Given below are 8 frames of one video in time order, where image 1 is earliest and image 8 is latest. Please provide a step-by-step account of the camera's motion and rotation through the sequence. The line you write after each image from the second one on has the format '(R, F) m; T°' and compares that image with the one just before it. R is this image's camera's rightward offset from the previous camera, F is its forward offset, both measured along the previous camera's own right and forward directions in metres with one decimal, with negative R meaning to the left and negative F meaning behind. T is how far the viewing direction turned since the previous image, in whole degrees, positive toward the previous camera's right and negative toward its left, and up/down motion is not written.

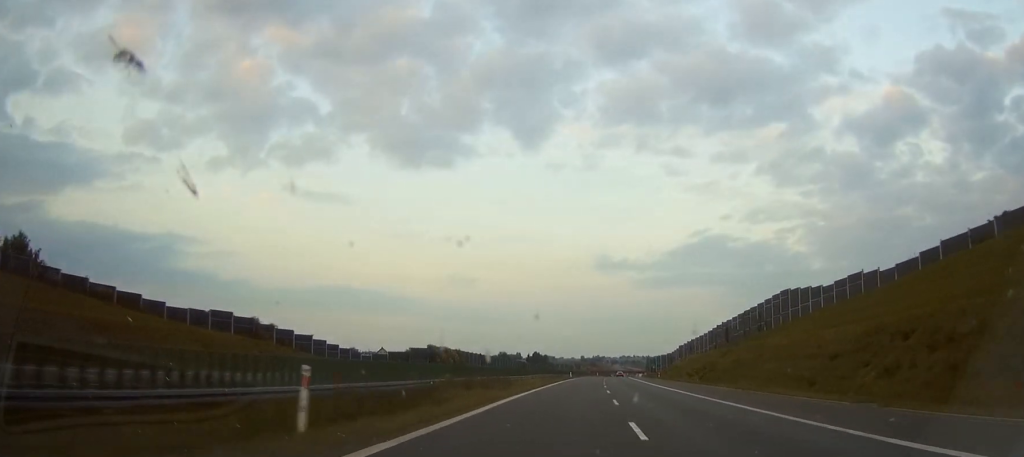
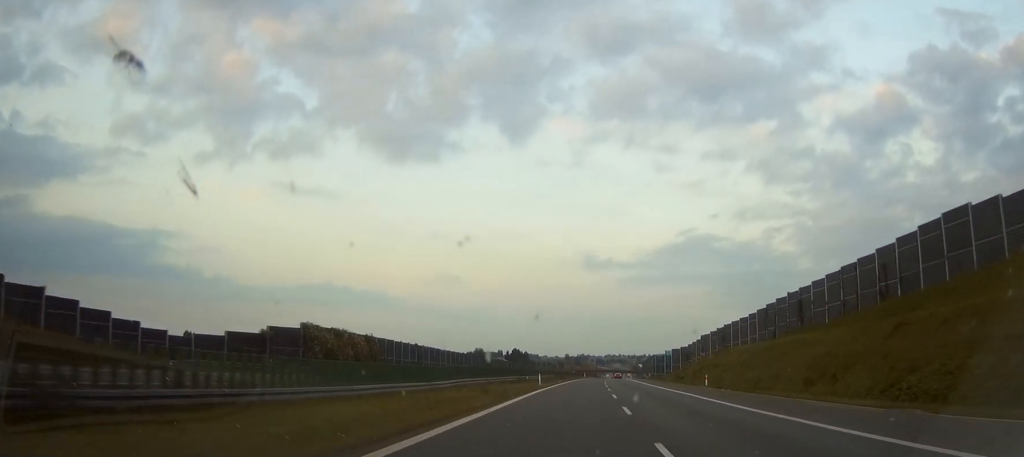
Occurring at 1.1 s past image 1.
(0.0, +52.3) m; 0°
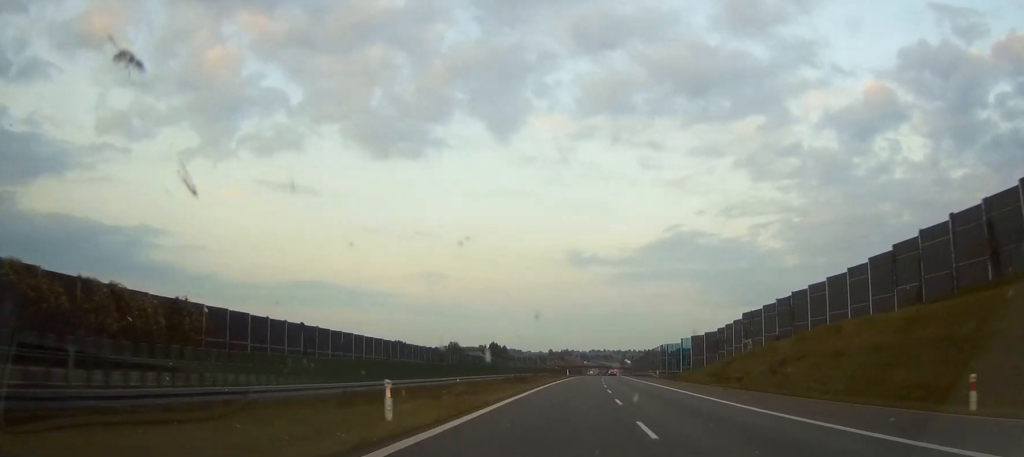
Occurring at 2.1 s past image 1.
(0.0, +43.5) m; 0°
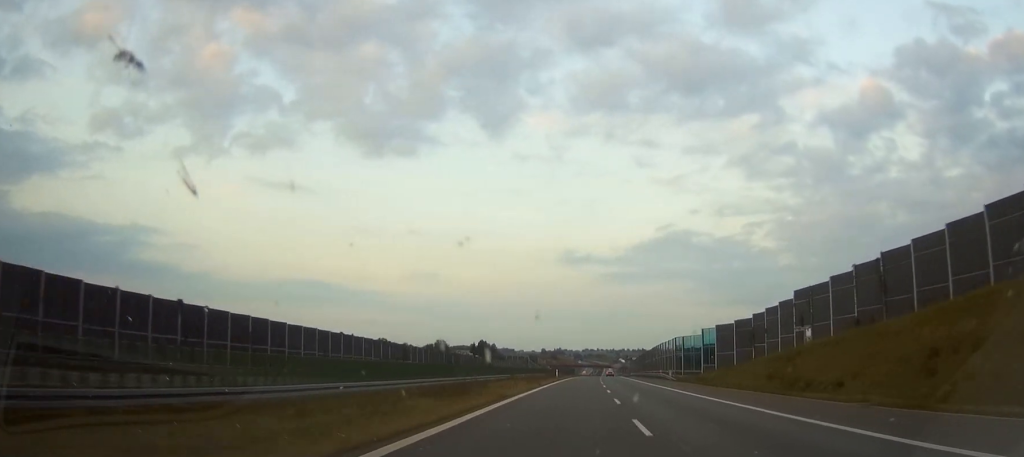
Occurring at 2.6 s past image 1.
(0.0, +23.5) m; 0°
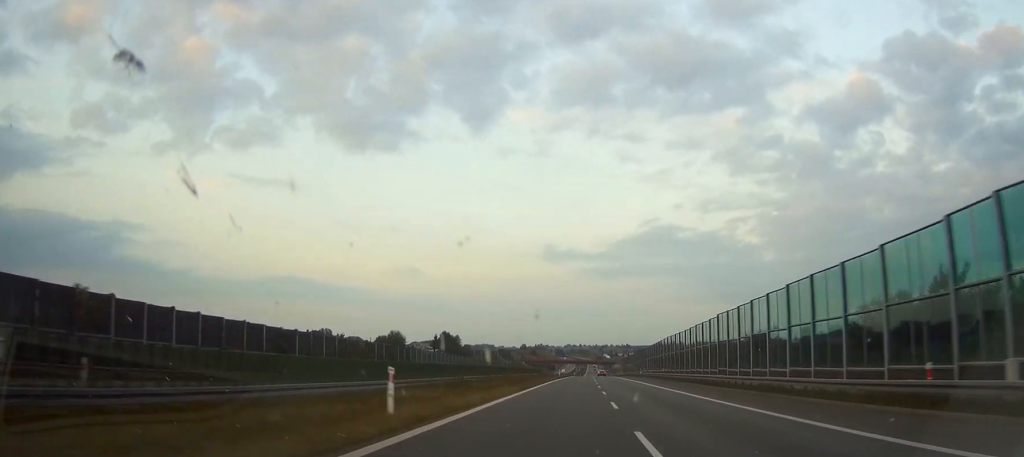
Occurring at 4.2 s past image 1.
(0.0, +75.6) m; 0°
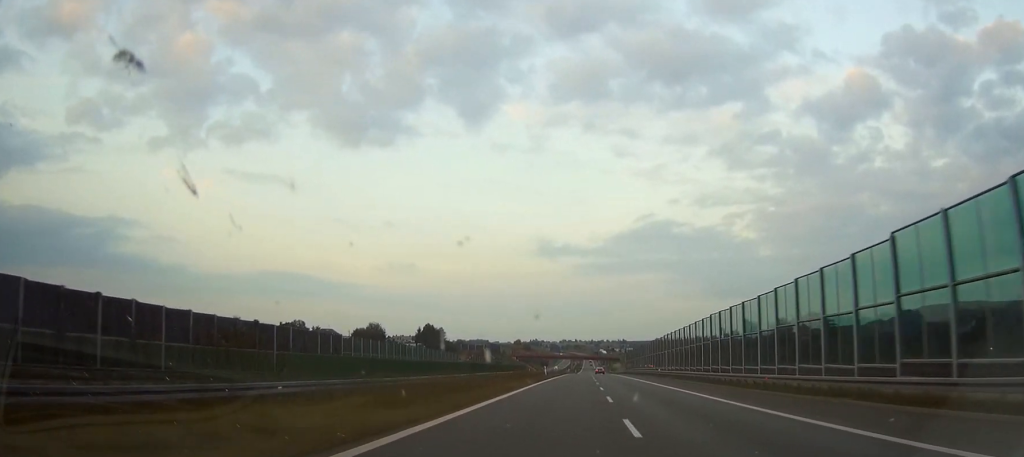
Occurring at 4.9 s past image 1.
(0.0, +33.4) m; 0°
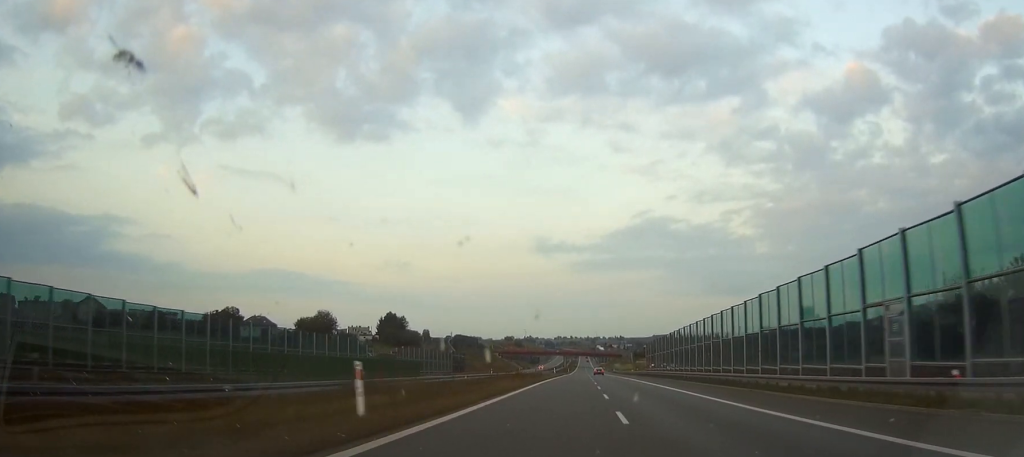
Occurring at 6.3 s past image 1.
(0.0, +69.0) m; +1°
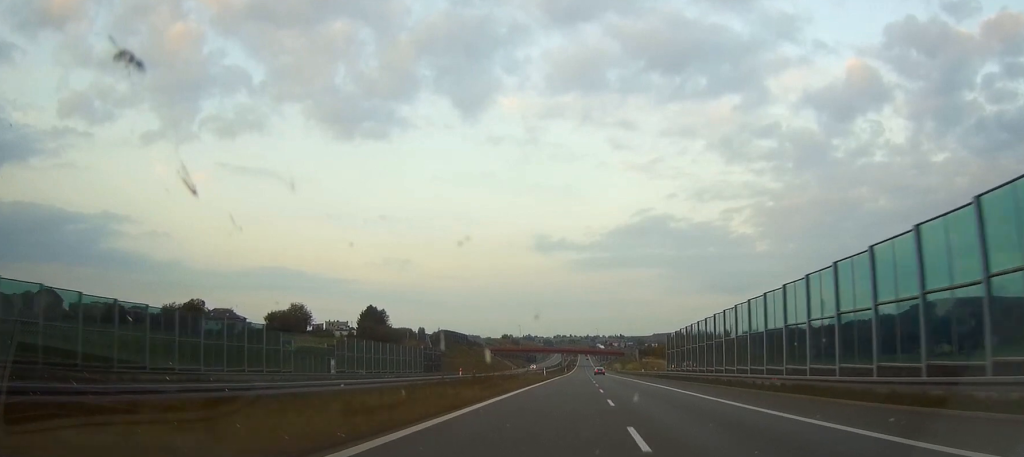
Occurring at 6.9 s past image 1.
(-0.2, +29.1) m; +1°
